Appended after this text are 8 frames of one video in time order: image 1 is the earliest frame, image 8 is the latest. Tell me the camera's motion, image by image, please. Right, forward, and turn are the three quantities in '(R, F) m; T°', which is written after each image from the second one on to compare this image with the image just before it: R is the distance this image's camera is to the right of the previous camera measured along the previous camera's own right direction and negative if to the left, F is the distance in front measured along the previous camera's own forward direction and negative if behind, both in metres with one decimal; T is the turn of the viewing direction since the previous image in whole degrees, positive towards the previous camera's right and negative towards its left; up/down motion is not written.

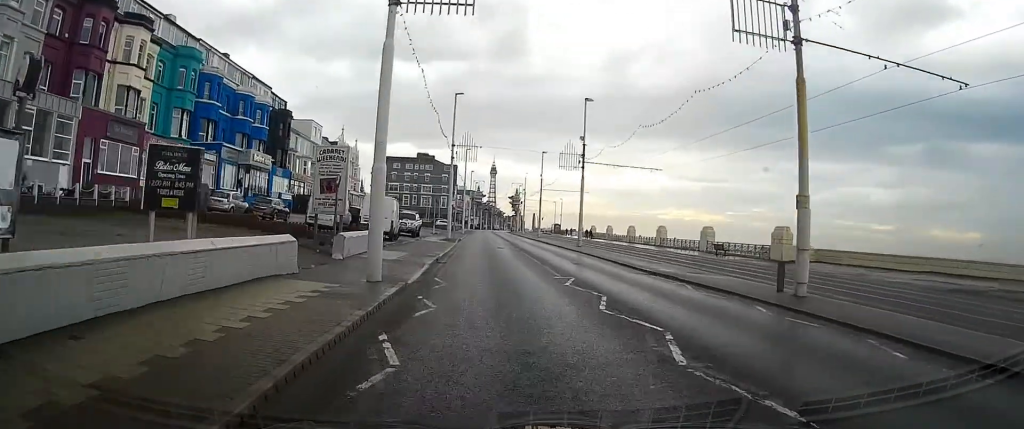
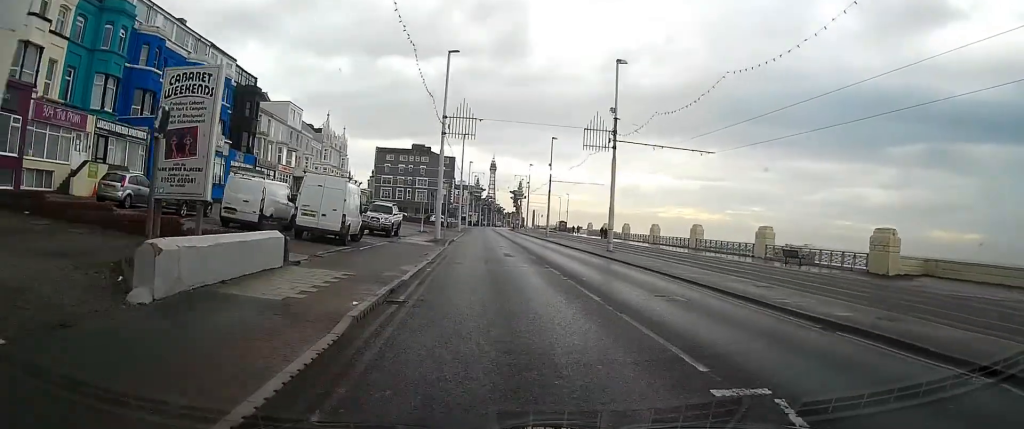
(0.0, +11.8) m; 0°
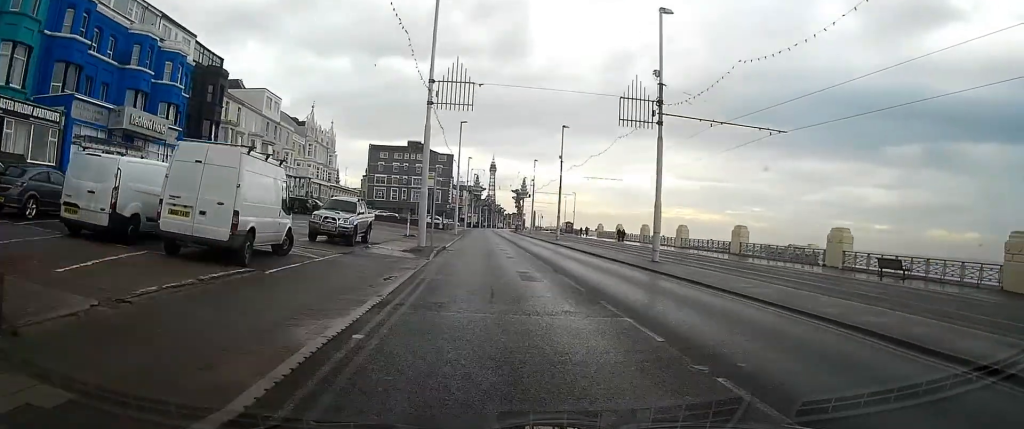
(0.0, +9.9) m; 0°
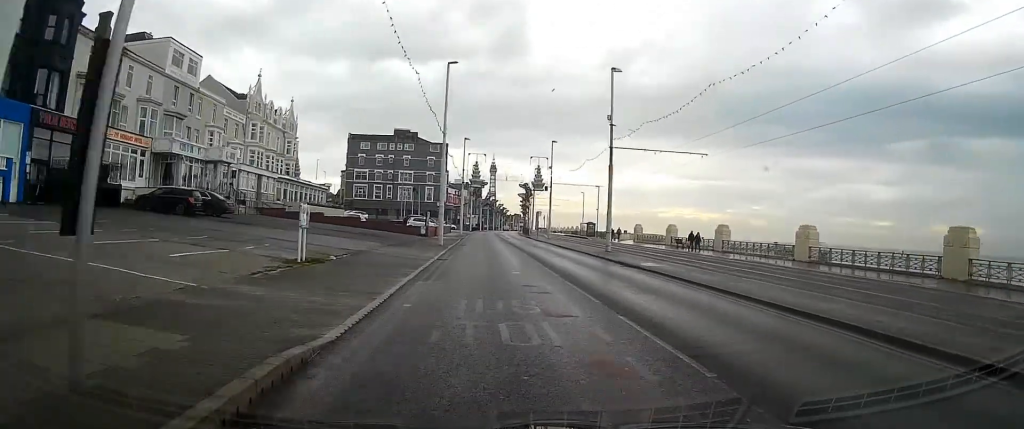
(+0.1, +24.6) m; +1°
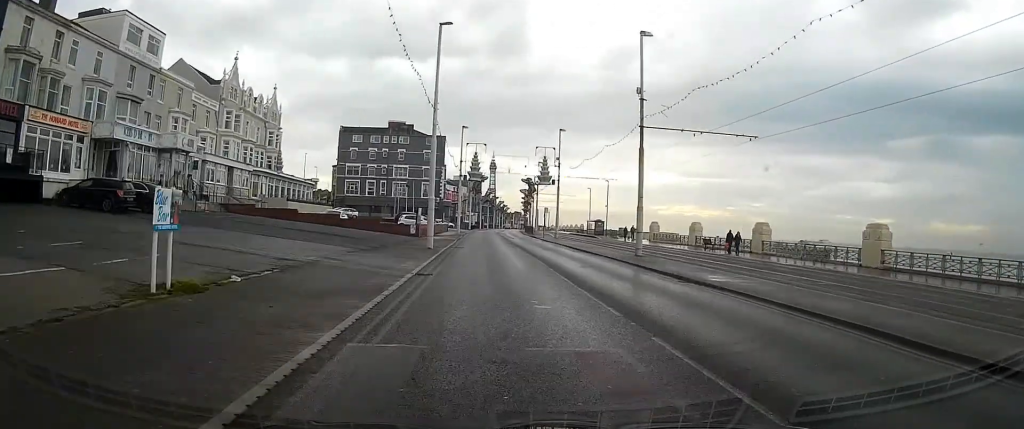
(0.0, +7.7) m; 0°
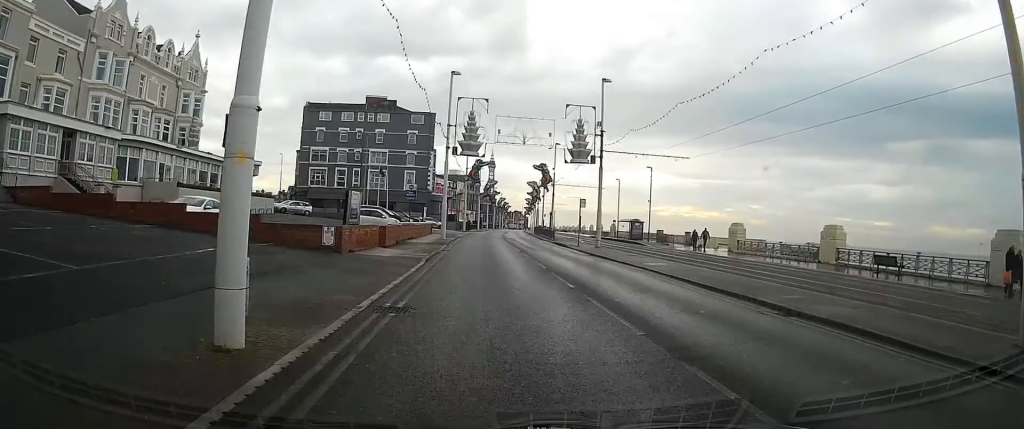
(+0.1, +24.8) m; +1°
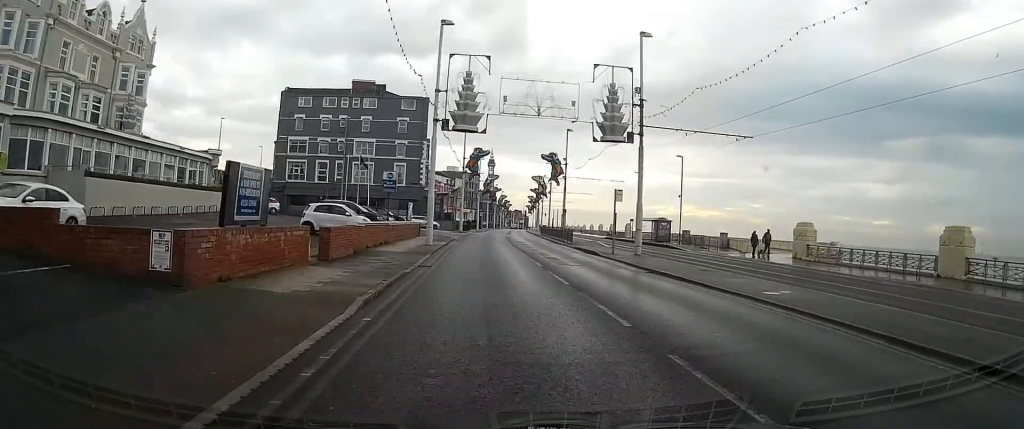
(+0.2, +11.1) m; 0°
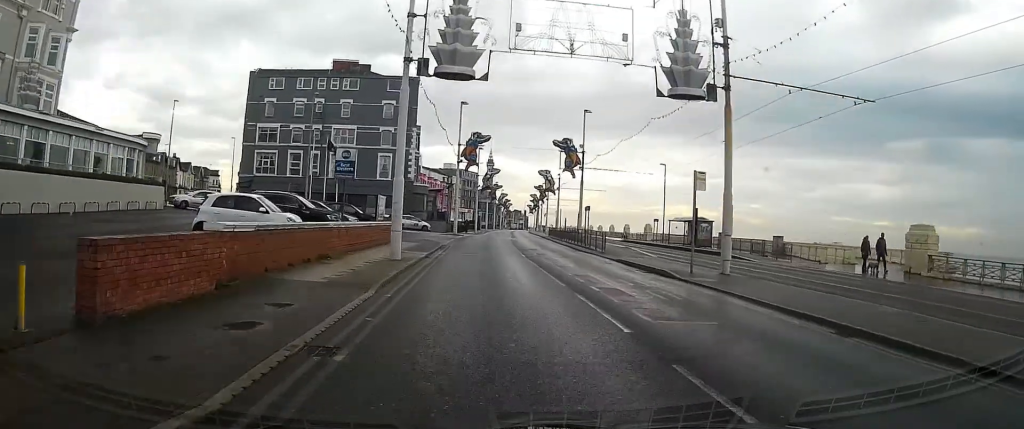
(0.0, +11.9) m; 0°
